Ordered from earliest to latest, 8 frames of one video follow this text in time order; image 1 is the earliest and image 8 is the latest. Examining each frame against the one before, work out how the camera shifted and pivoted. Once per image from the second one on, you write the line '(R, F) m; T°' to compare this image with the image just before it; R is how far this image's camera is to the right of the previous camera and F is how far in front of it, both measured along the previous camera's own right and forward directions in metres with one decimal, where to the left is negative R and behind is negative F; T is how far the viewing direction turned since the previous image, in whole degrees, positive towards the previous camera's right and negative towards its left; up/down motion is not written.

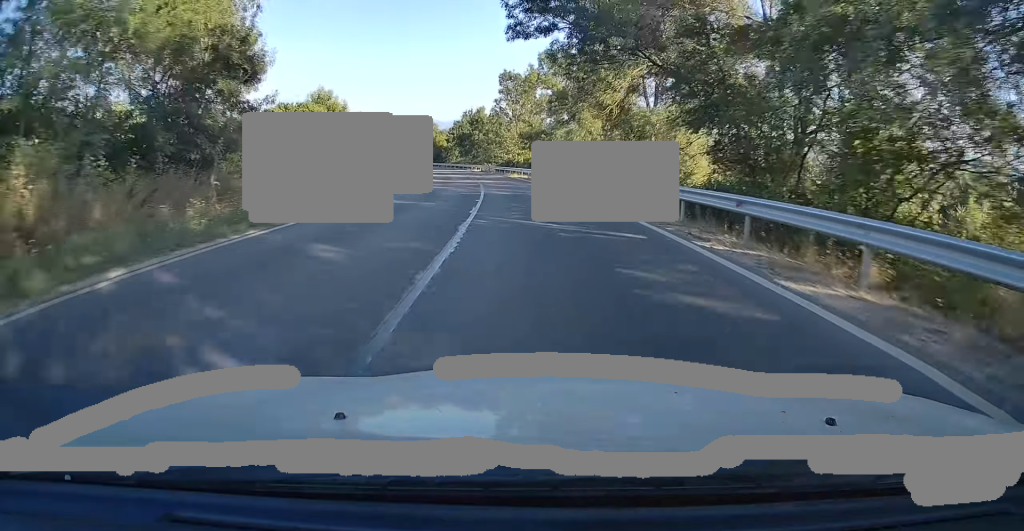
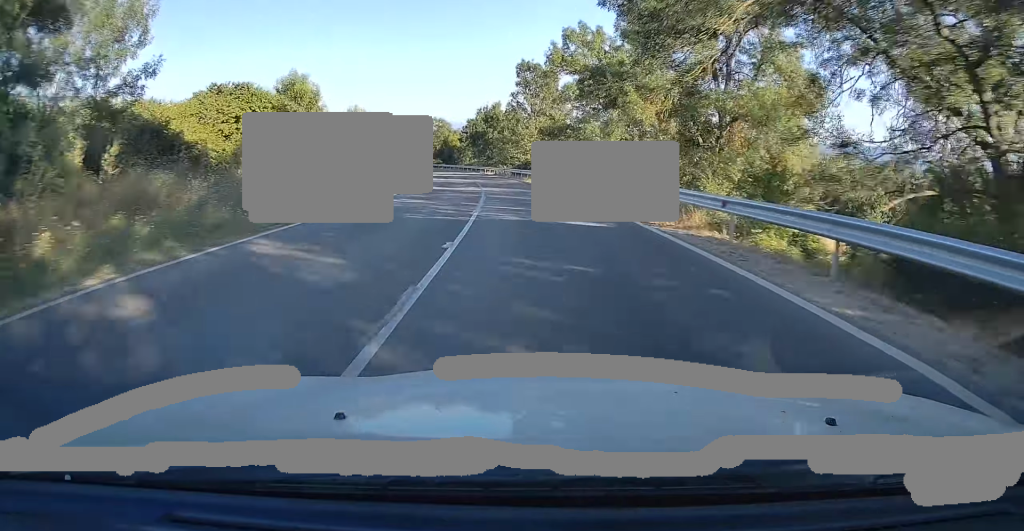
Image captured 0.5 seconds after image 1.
(0.0, +11.4) m; -1°
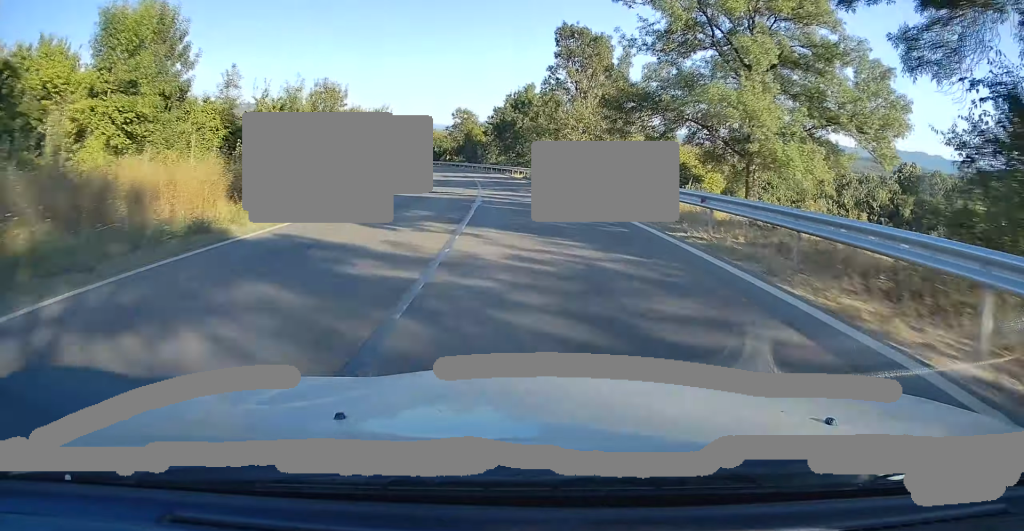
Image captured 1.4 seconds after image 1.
(-0.6, +22.8) m; -3°
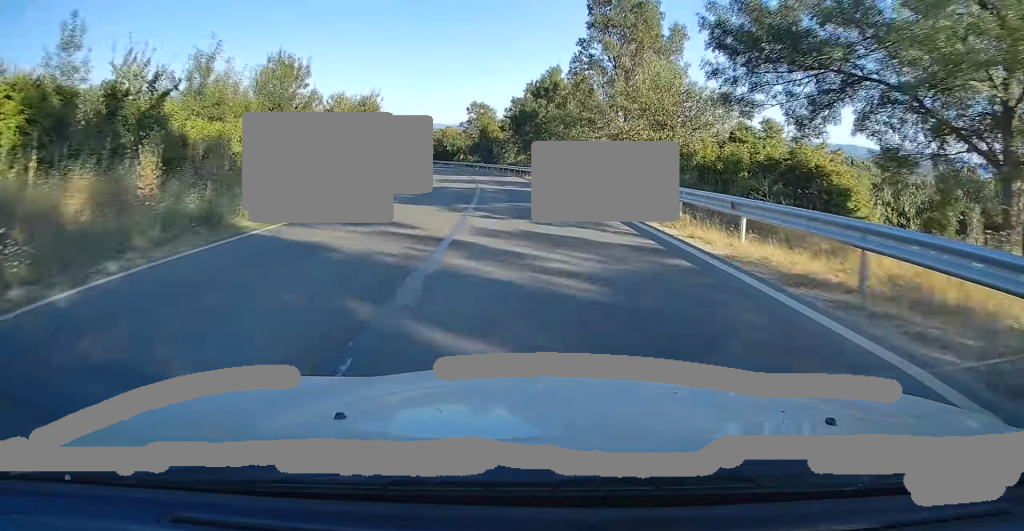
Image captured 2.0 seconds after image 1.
(-0.3, +13.8) m; -2°
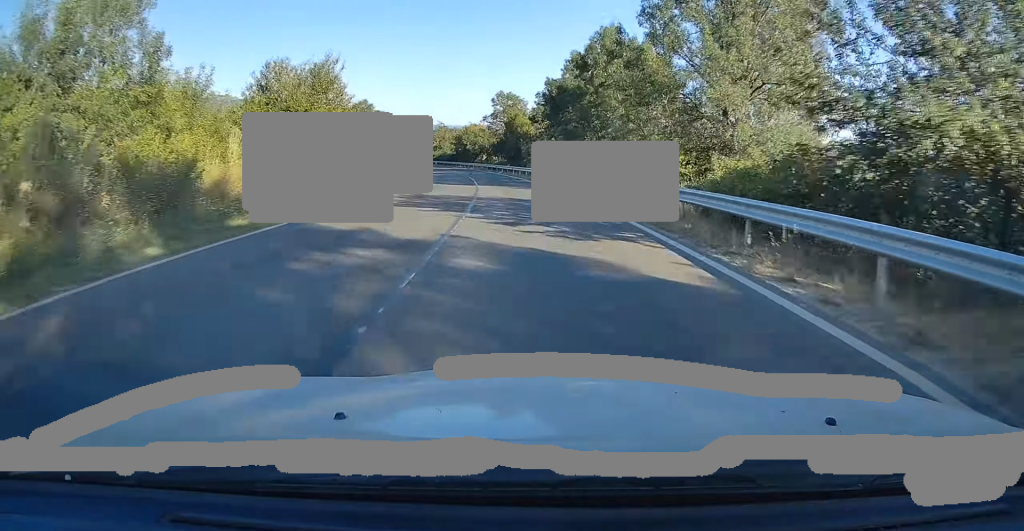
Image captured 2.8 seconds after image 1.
(-0.5, +20.3) m; -3°
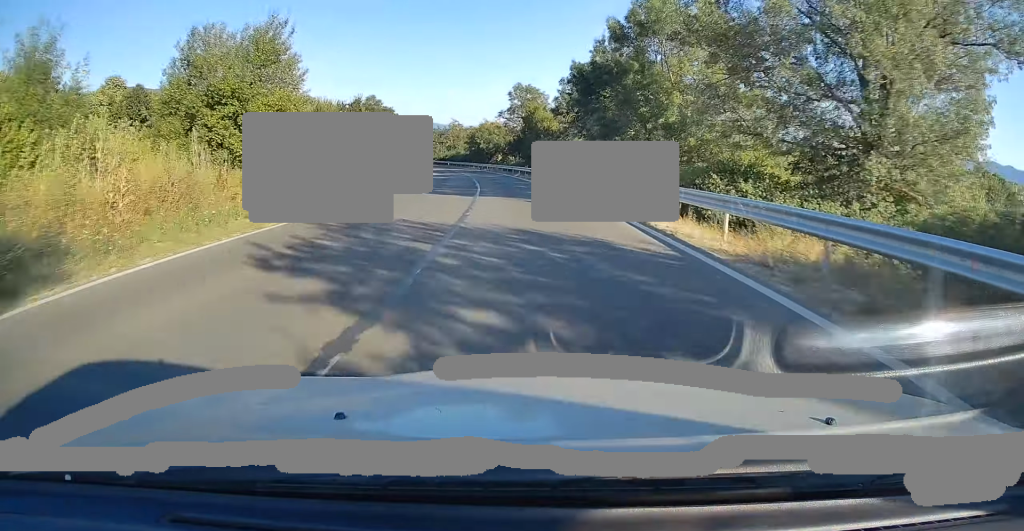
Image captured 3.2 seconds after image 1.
(-0.1, +10.6) m; -1°
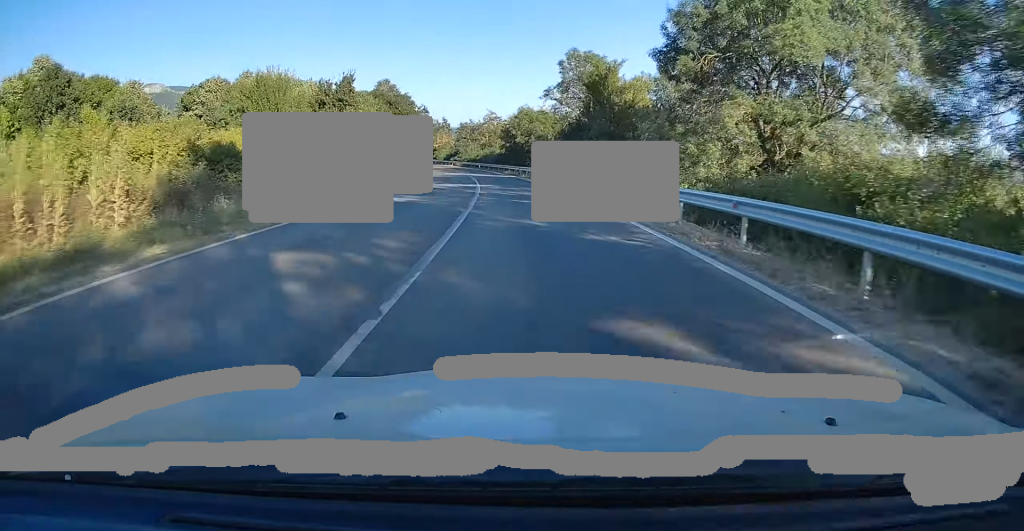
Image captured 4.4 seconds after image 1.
(-1.1, +28.7) m; -5°
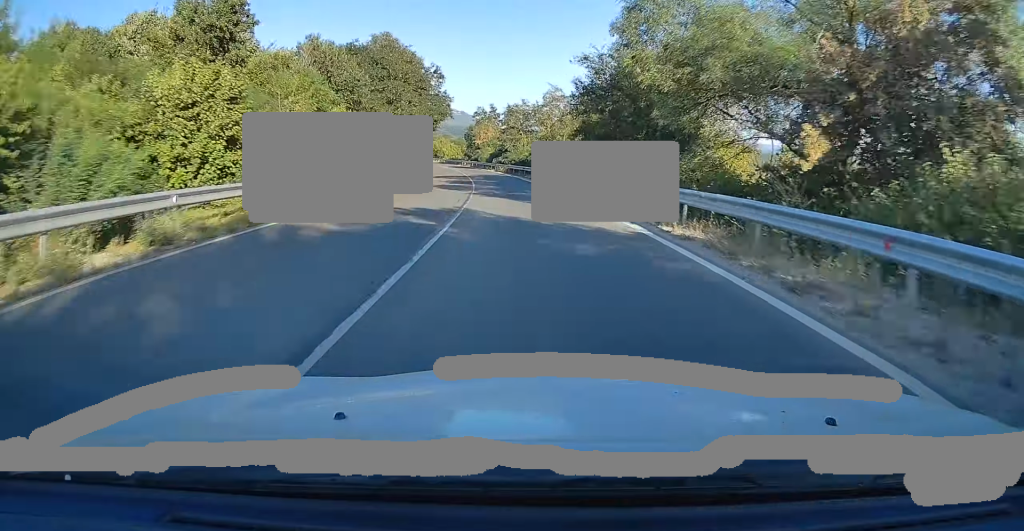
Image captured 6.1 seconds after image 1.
(-2.6, +40.9) m; -7°
